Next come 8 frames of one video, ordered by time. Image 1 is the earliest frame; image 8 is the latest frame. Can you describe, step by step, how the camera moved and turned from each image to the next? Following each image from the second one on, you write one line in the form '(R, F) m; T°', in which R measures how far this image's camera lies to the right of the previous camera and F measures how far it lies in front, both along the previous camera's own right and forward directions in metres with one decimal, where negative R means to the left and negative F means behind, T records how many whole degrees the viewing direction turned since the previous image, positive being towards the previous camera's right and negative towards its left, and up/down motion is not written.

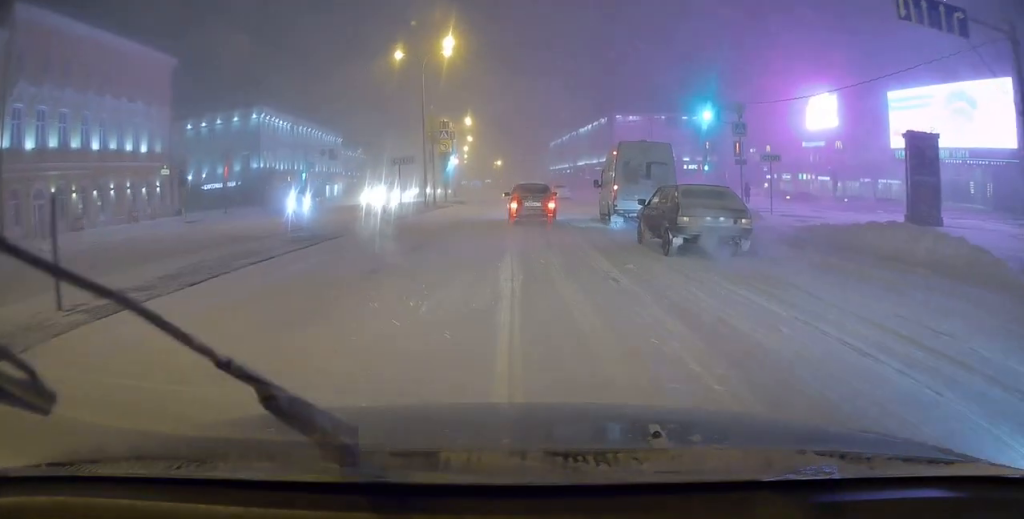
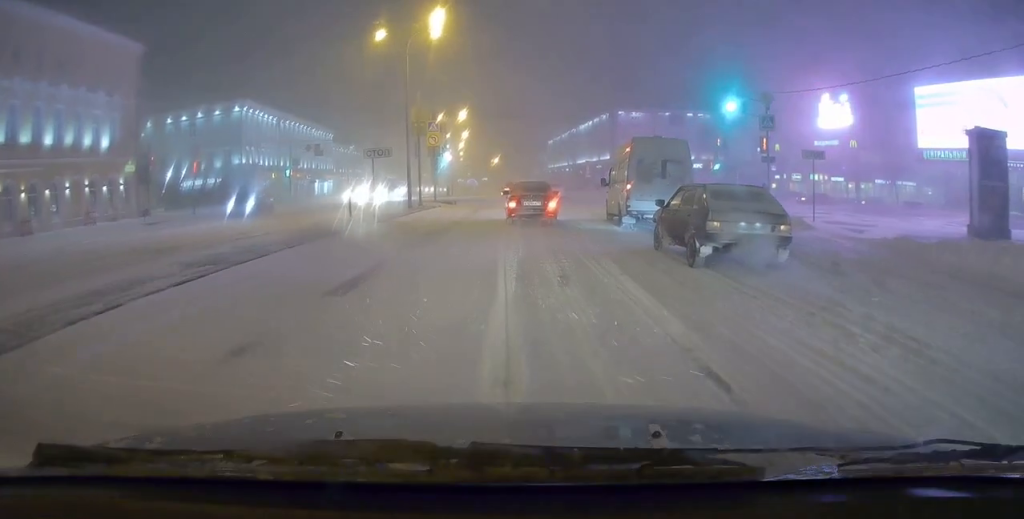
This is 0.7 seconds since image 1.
(0.0, +4.3) m; -1°
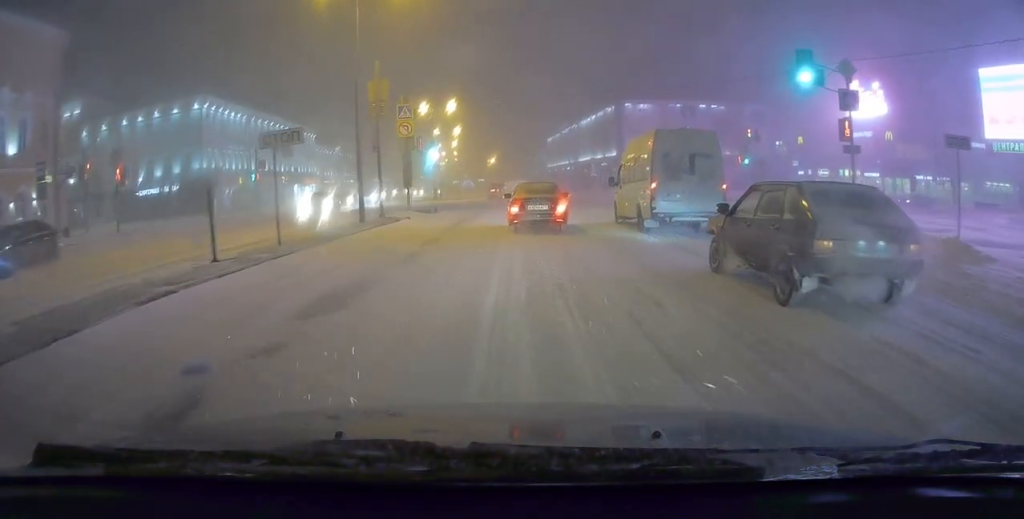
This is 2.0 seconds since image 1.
(-0.5, +8.7) m; -2°
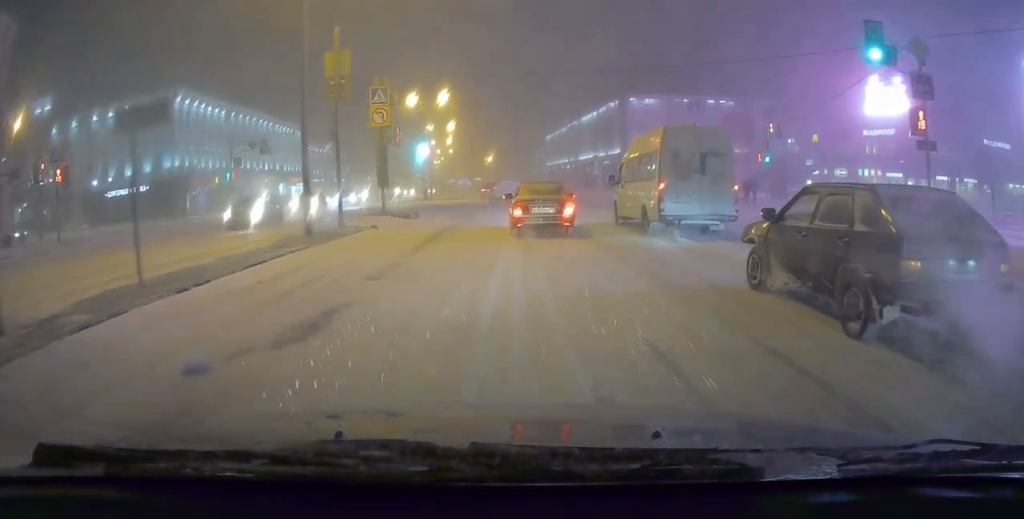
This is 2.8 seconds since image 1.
(0.0, +5.3) m; +2°
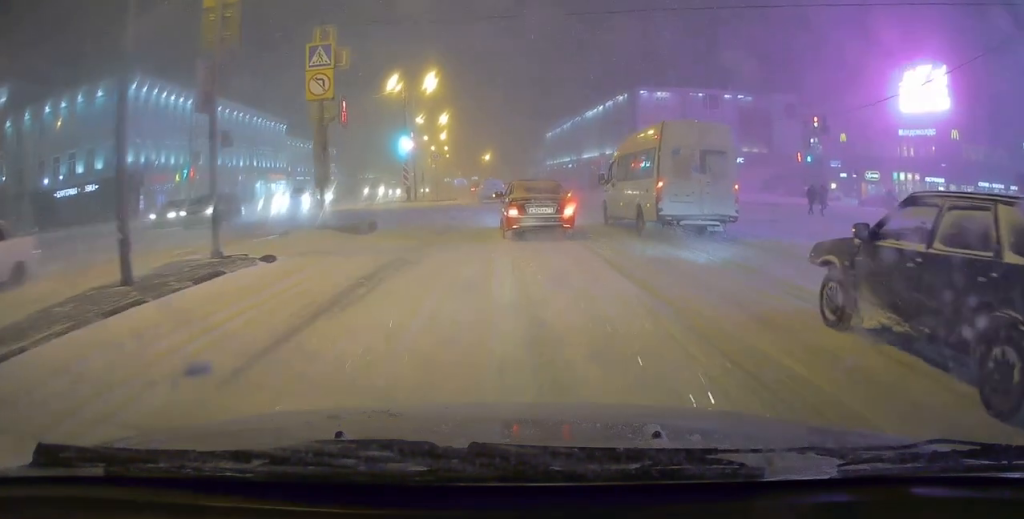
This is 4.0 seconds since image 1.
(+0.2, +8.1) m; 0°
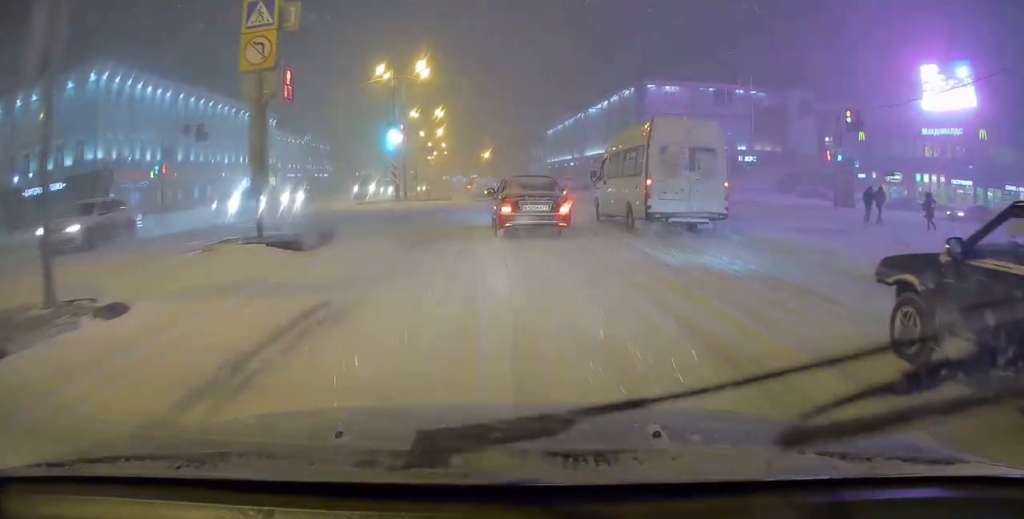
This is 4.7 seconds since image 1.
(-0.1, +4.5) m; -1°
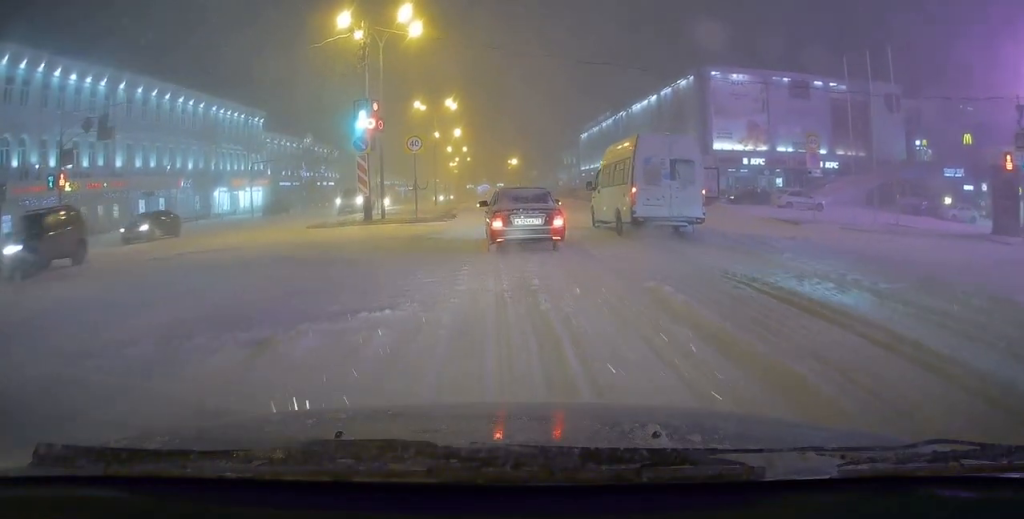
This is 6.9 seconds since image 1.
(+0.2, +15.1) m; +2°
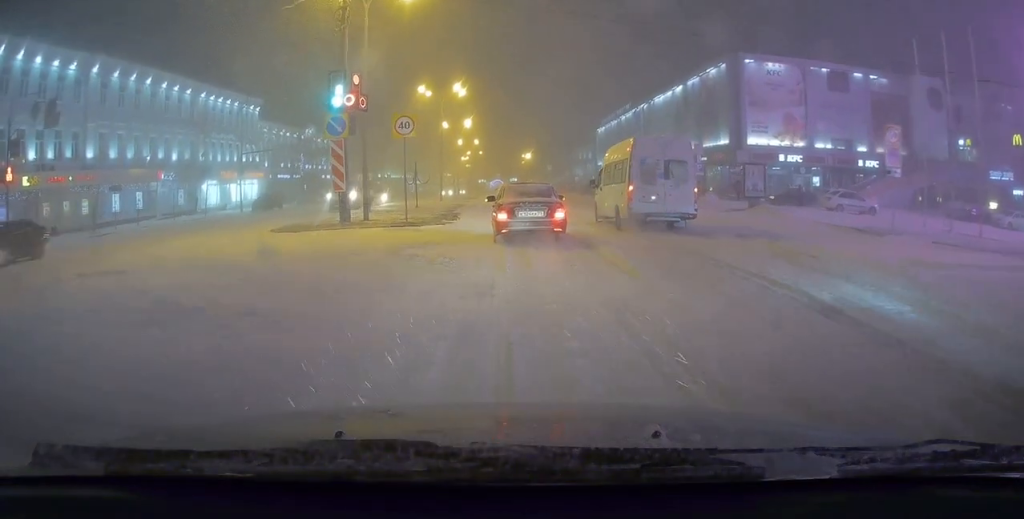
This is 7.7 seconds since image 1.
(+0.1, +5.5) m; -1°
